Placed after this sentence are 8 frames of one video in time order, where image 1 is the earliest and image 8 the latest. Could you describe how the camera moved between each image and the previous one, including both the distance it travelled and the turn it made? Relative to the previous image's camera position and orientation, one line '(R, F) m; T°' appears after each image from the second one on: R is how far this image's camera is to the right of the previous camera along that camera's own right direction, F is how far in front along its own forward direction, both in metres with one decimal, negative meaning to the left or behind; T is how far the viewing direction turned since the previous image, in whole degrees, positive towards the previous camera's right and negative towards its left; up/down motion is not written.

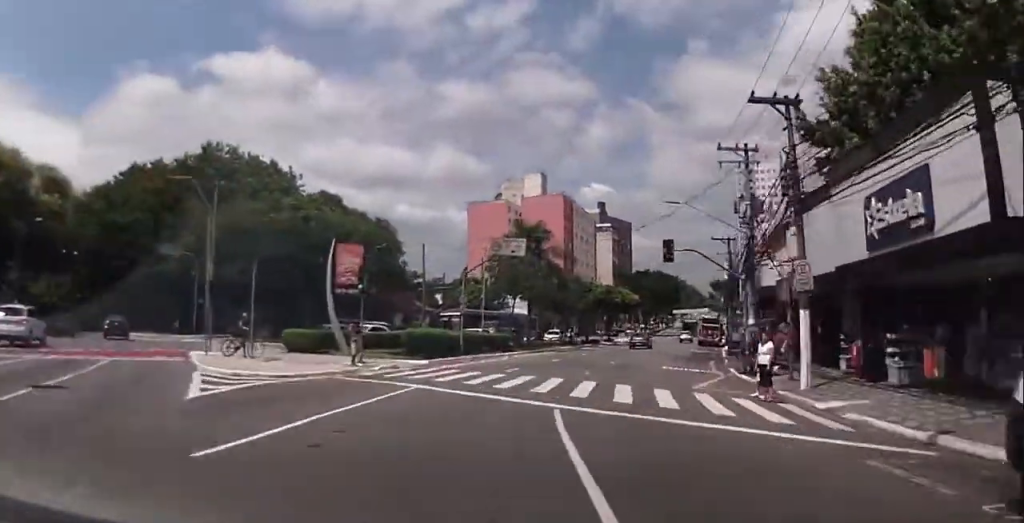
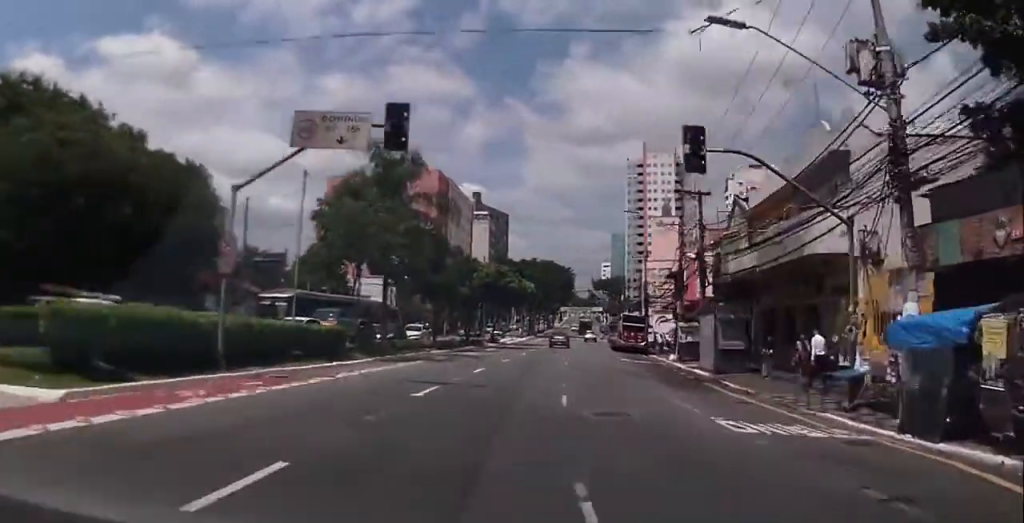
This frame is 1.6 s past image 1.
(+2.1, +19.9) m; +8°
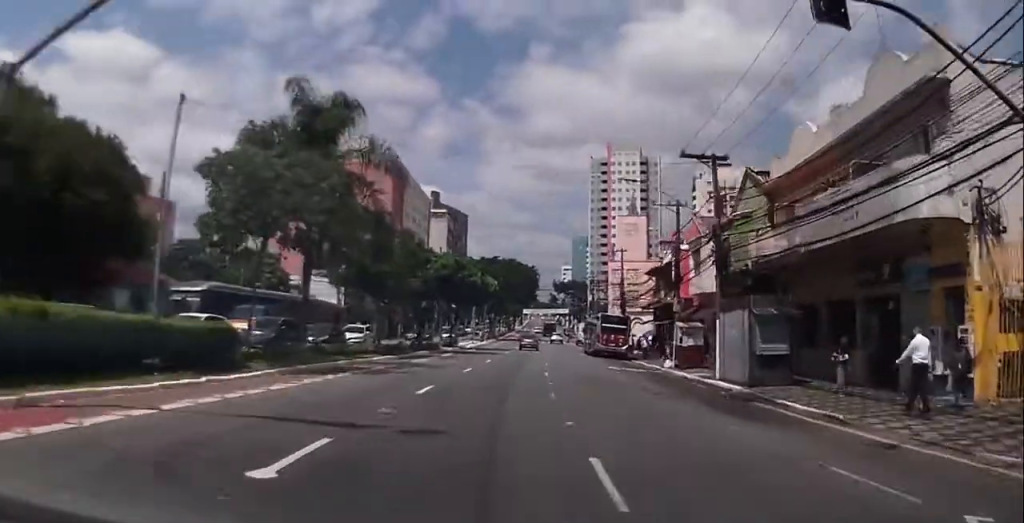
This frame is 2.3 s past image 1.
(-0.1, +8.0) m; +3°
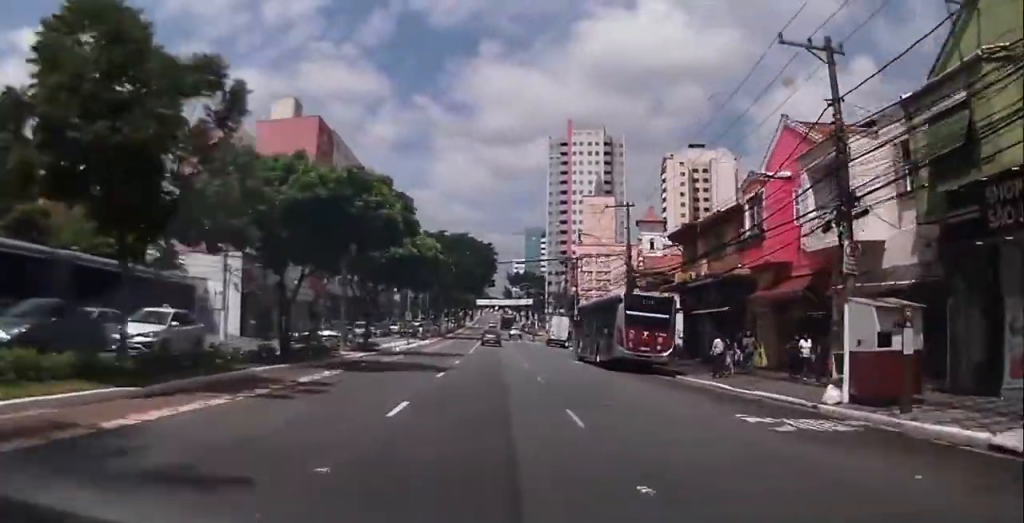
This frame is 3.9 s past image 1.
(+1.8, +21.6) m; +6°
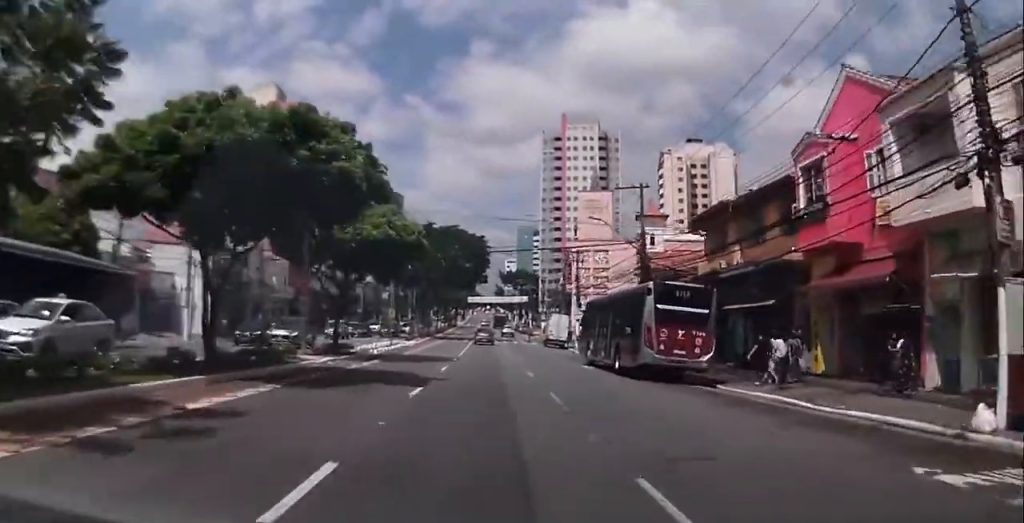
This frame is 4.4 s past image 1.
(-0.1, +5.8) m; +1°
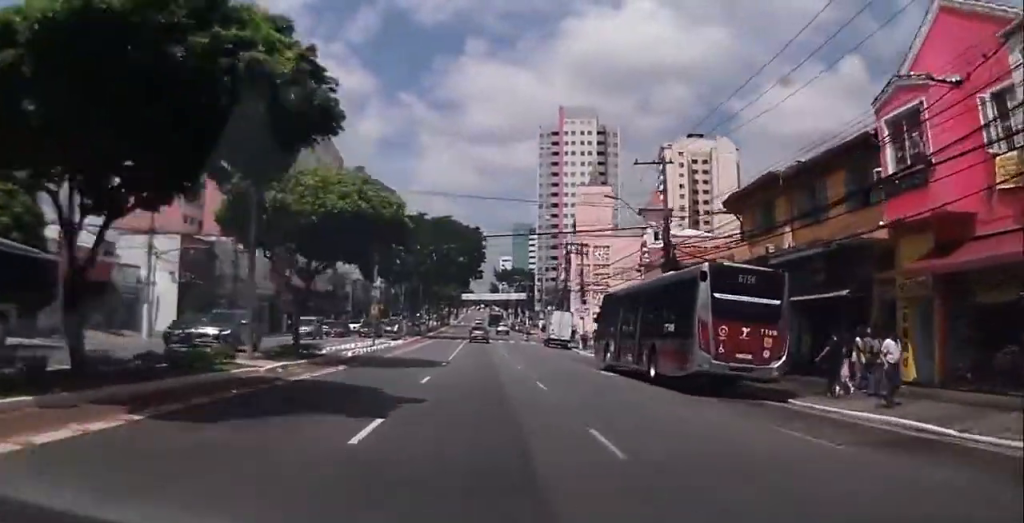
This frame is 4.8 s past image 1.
(+0.1, +5.8) m; 0°
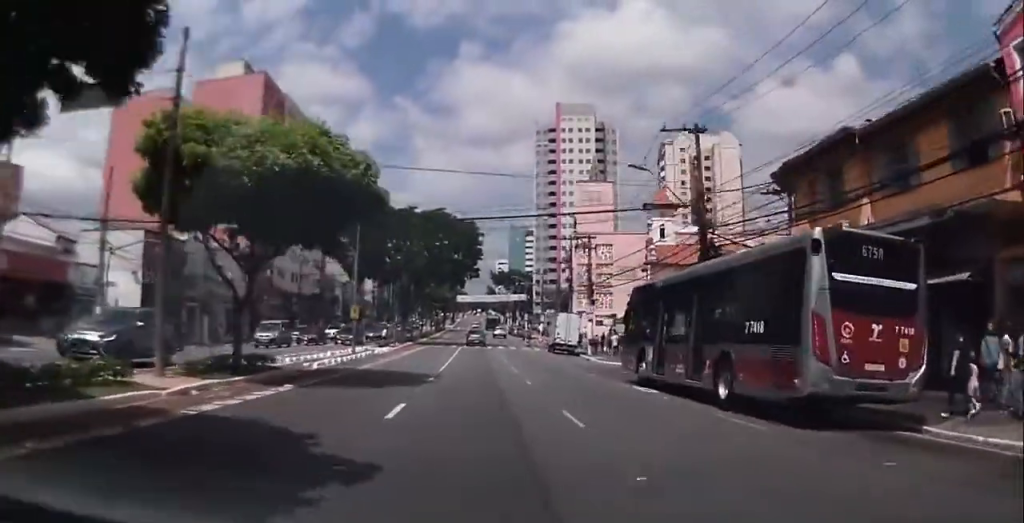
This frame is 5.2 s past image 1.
(+0.2, +5.8) m; 0°
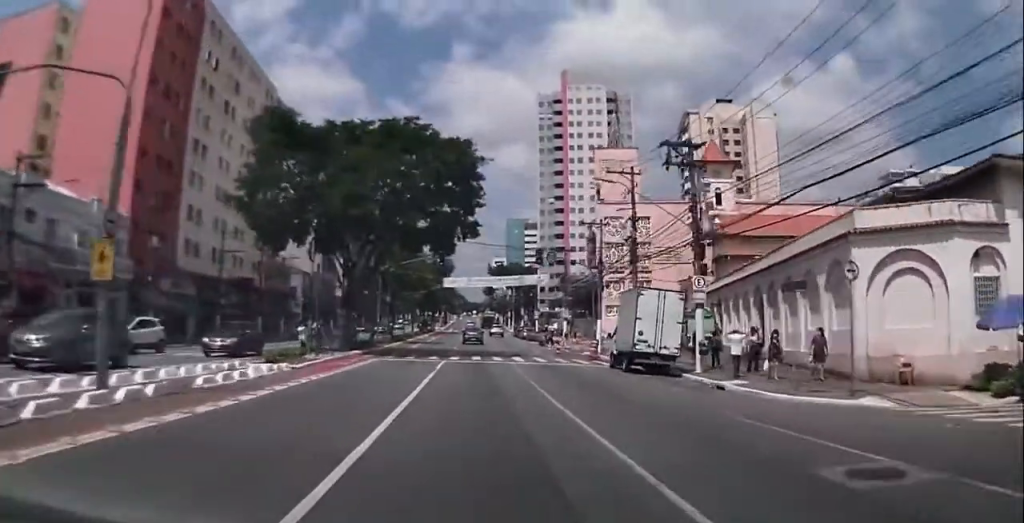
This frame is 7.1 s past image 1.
(+0.3, +25.7) m; +1°
